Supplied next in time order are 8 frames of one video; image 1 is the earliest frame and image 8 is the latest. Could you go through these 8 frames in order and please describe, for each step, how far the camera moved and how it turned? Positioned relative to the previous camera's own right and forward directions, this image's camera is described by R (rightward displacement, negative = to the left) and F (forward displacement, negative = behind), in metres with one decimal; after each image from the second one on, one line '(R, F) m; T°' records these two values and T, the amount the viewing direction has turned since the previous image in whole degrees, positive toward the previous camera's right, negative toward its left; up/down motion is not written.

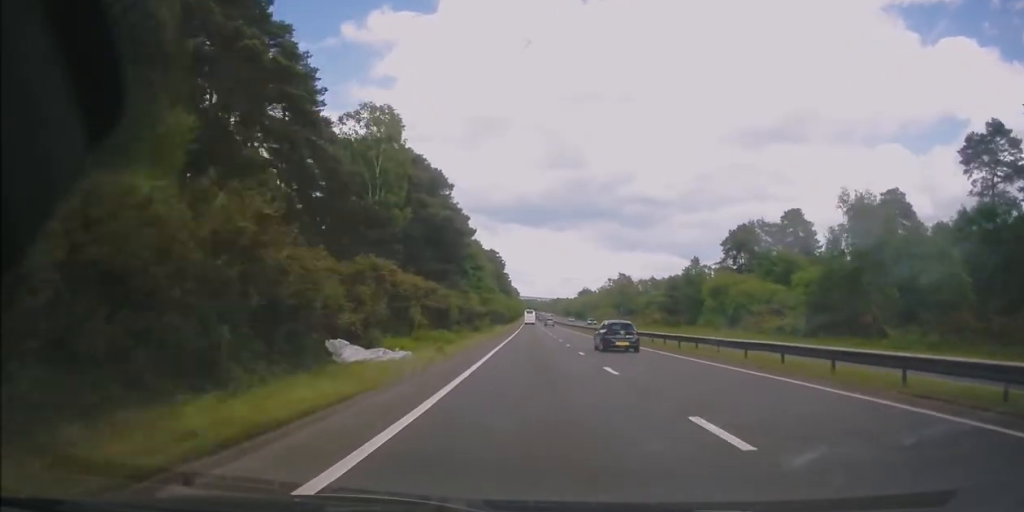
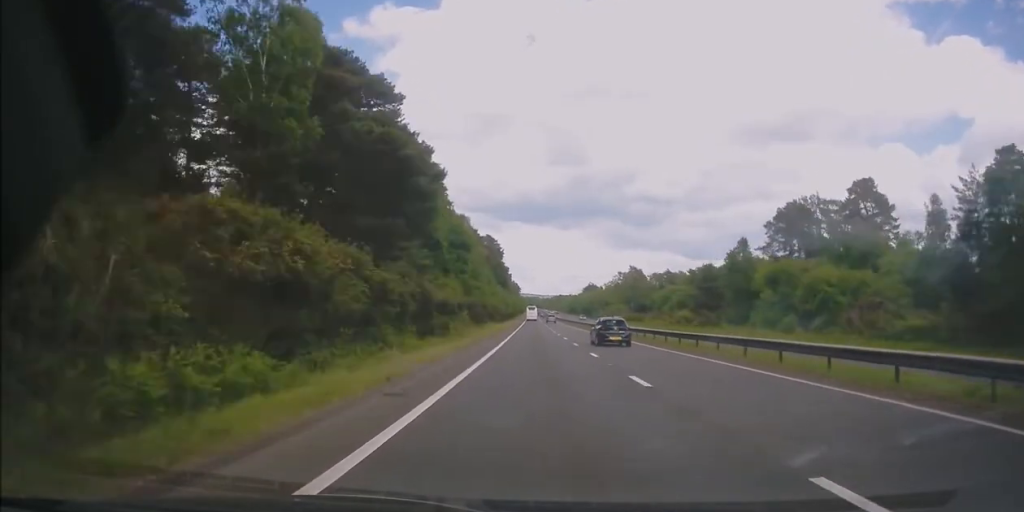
(-0.6, +22.0) m; 0°
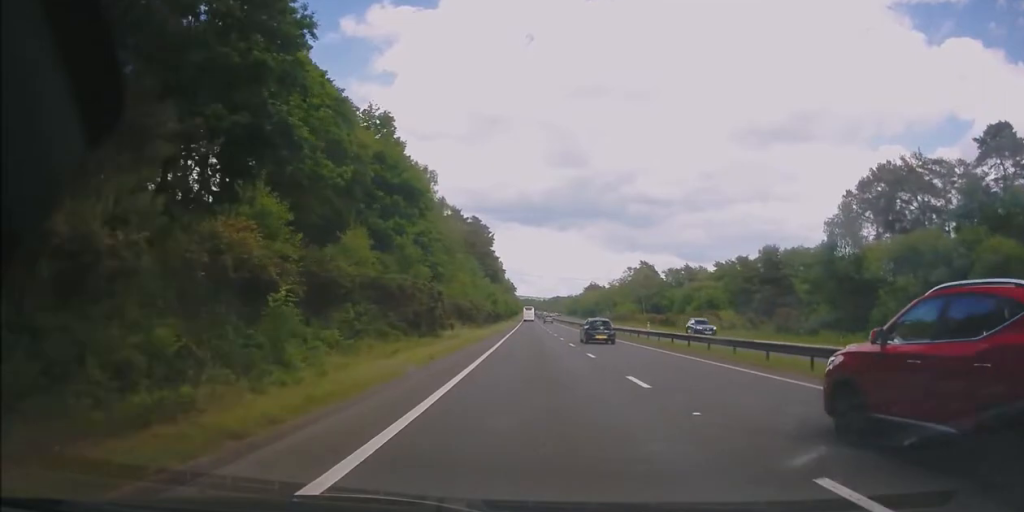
(+1.0, +27.8) m; +1°
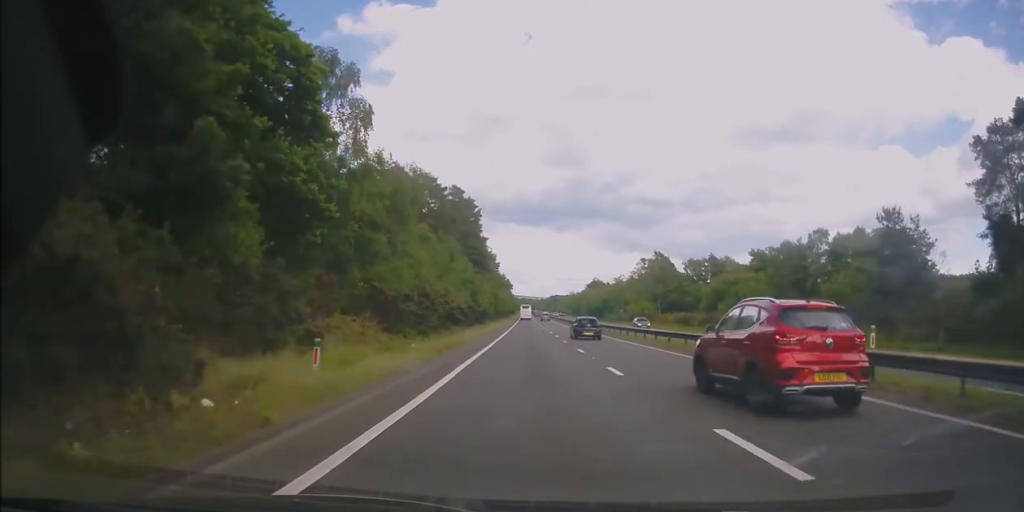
(-0.5, +25.9) m; -1°
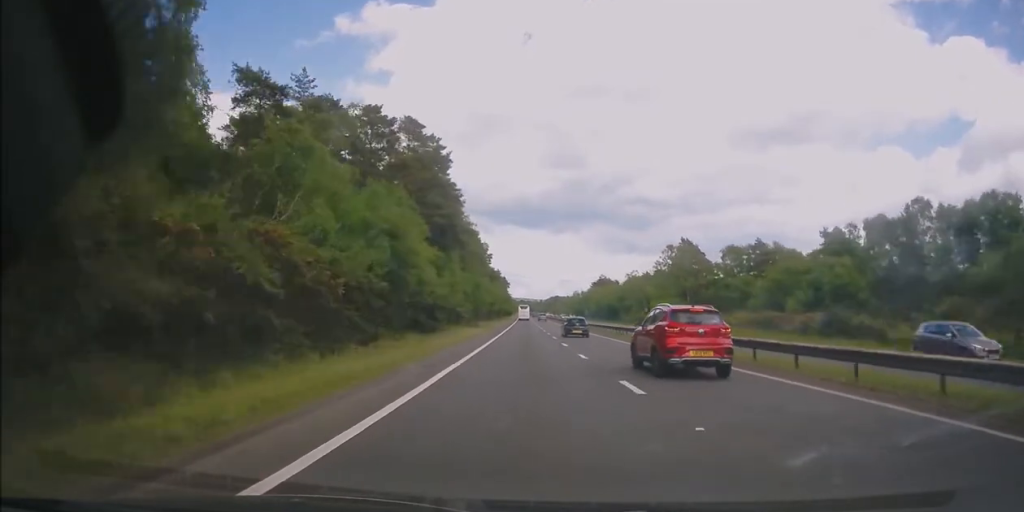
(-0.1, +31.8) m; +1°
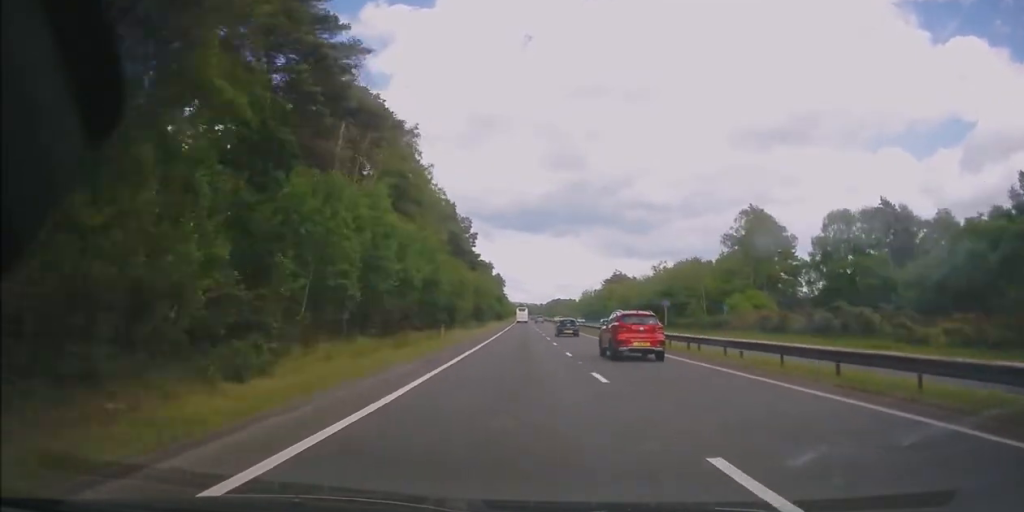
(+0.3, +44.5) m; -1°
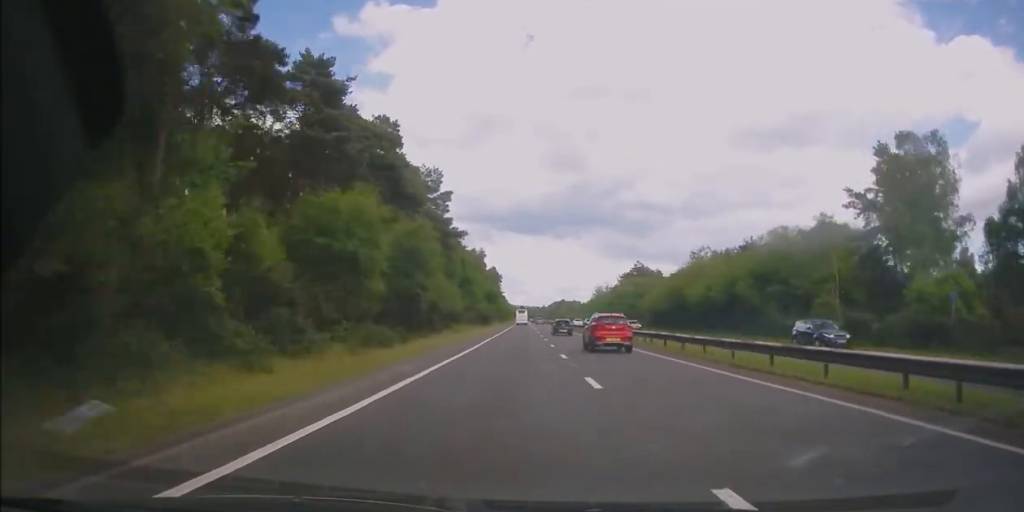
(-0.4, +38.3) m; 0°
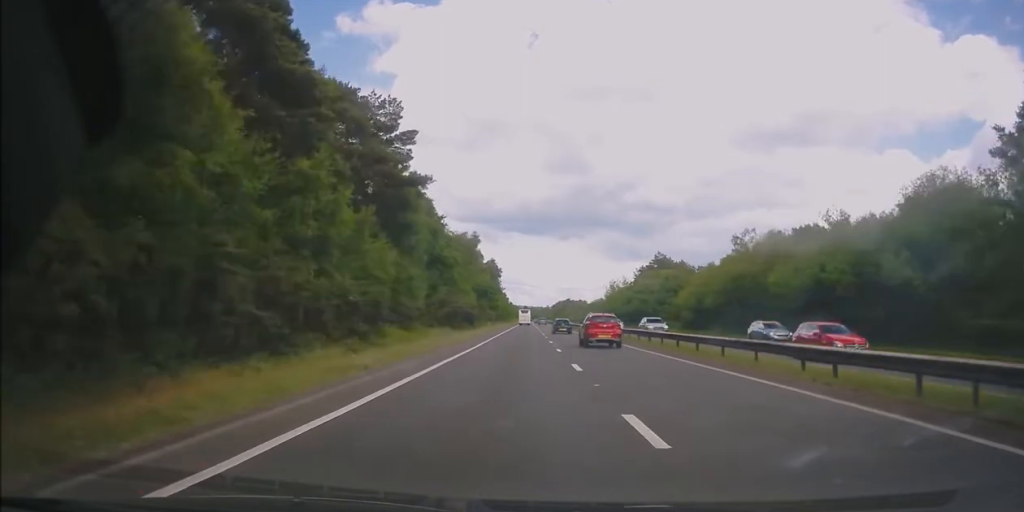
(+0.3, +24.5) m; 0°
